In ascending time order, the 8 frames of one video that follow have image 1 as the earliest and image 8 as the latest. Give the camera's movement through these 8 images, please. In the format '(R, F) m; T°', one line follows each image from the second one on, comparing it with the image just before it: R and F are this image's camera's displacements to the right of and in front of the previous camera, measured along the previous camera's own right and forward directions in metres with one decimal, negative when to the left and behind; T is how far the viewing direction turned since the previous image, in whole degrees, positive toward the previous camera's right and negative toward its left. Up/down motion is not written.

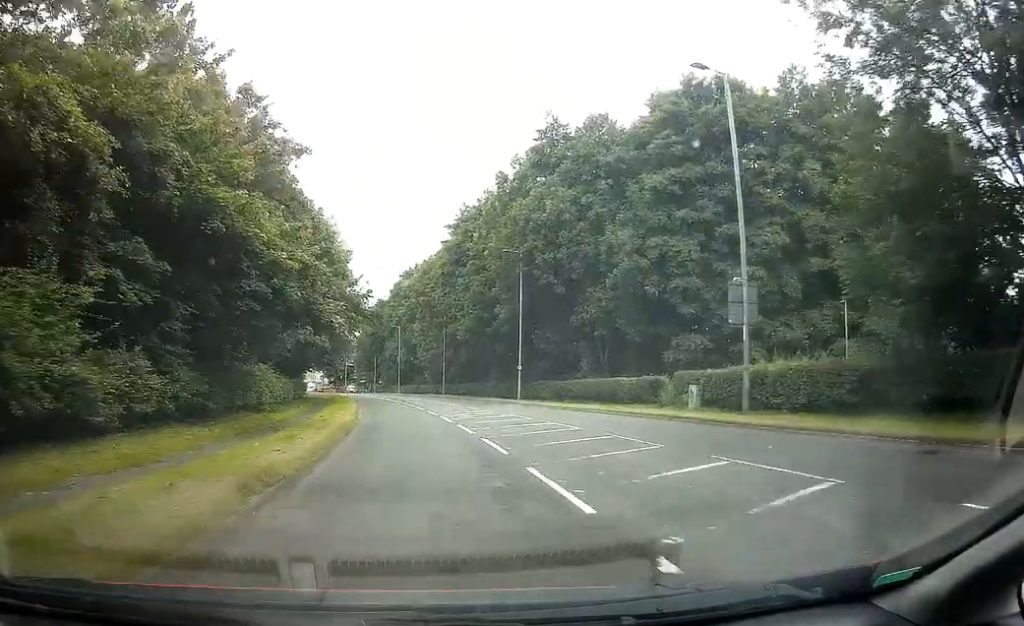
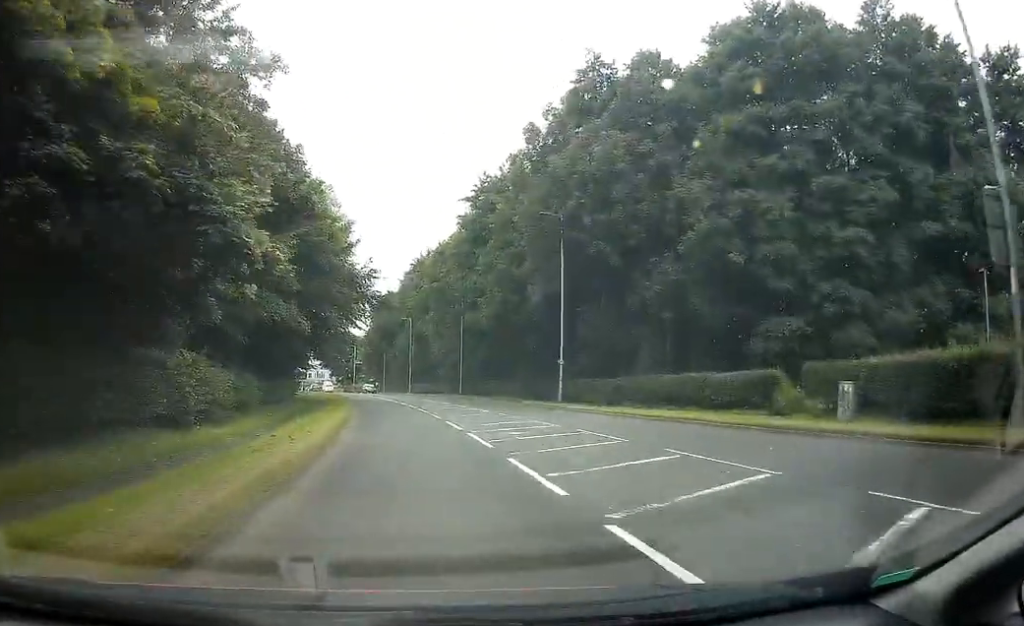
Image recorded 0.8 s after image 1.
(-0.1, +10.6) m; -1°
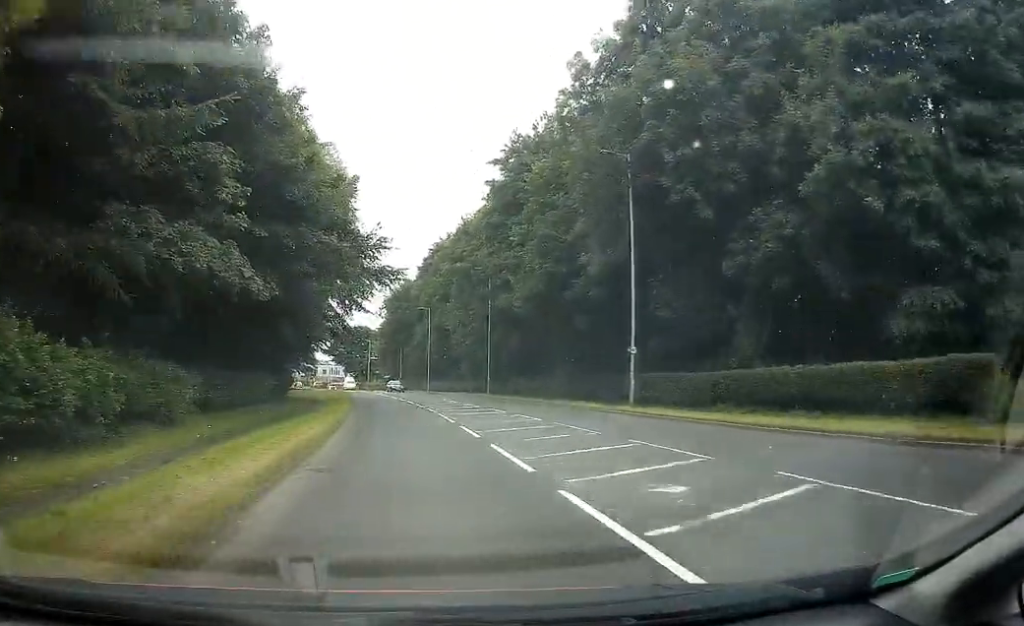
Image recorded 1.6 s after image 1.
(0.0, +10.0) m; -1°
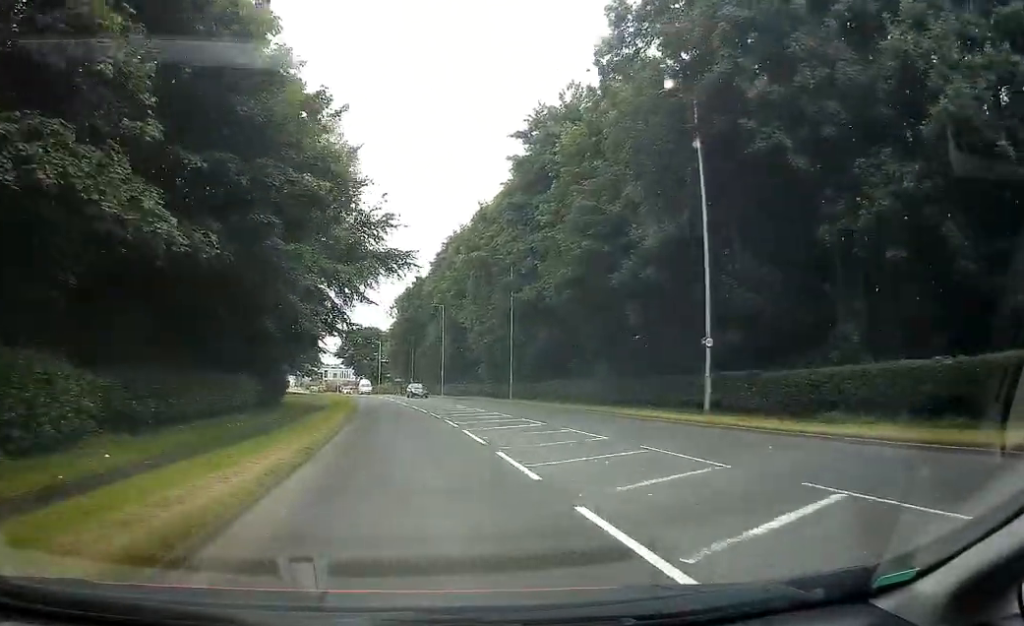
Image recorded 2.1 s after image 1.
(-0.1, +6.7) m; 0°
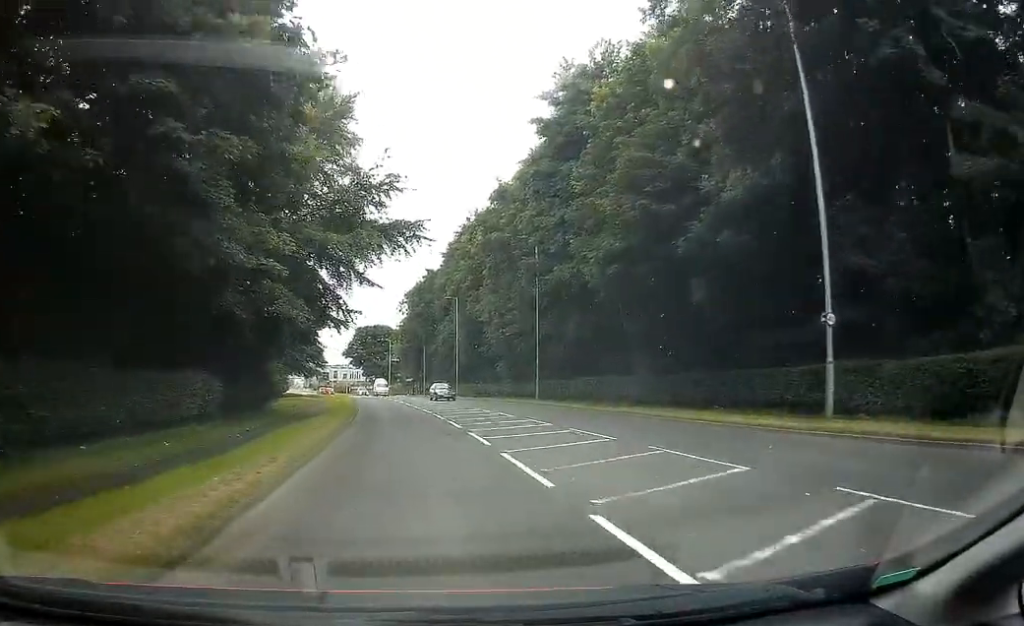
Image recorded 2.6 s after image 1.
(-0.1, +6.7) m; 0°
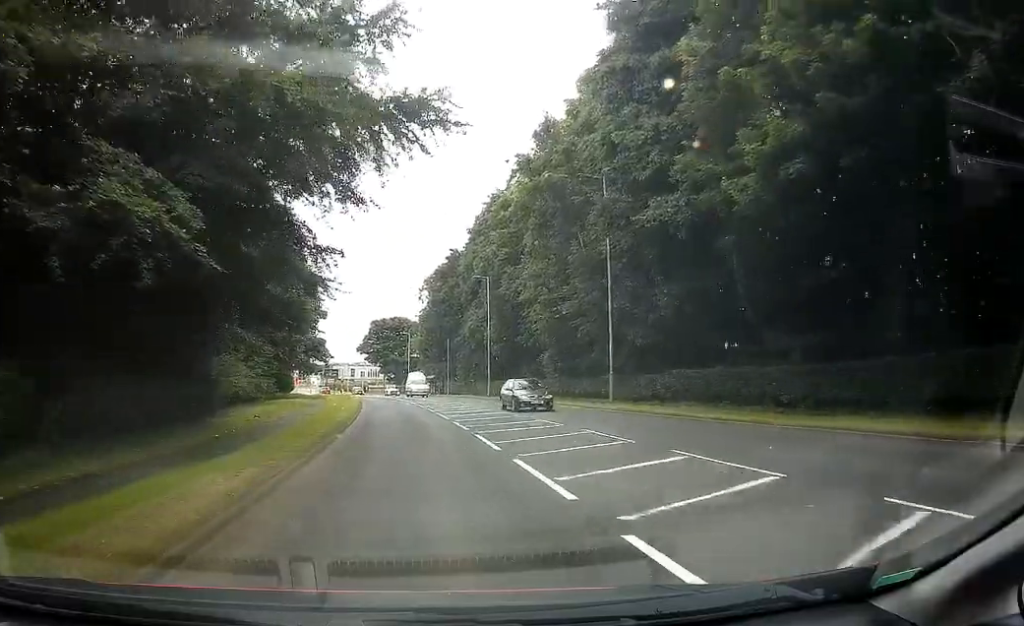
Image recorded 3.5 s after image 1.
(+0.3, +12.7) m; -2°
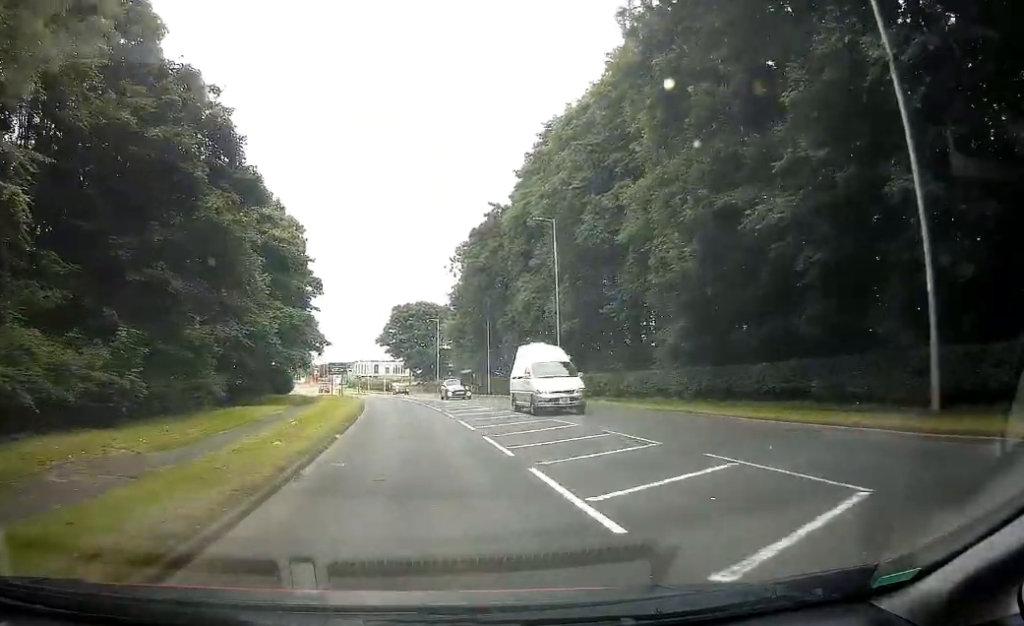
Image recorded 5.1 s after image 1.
(-1.2, +20.4) m; -4°
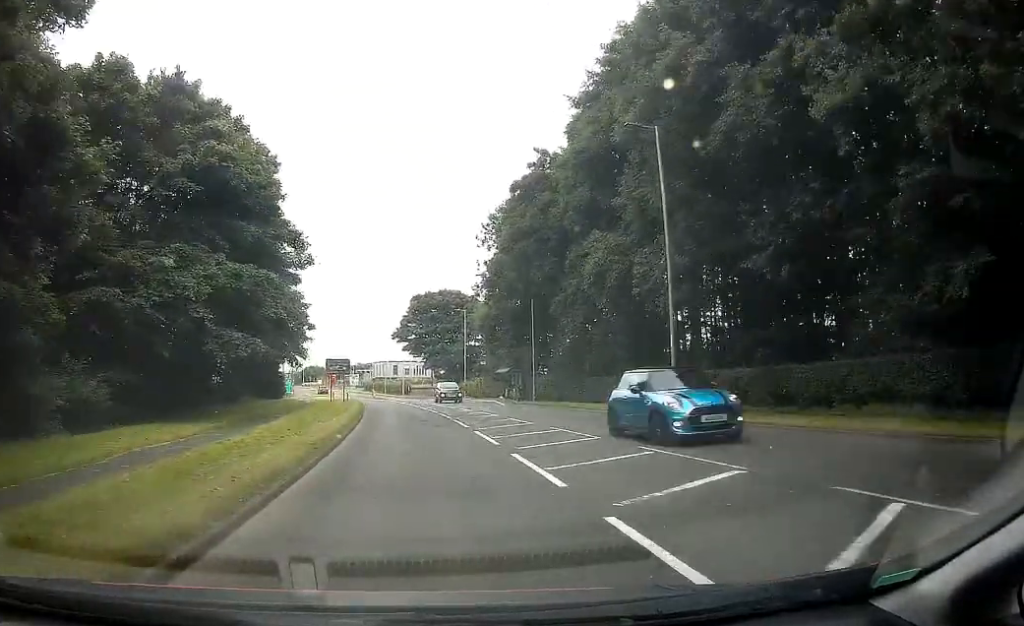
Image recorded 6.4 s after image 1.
(-0.1, +15.6) m; 0°
